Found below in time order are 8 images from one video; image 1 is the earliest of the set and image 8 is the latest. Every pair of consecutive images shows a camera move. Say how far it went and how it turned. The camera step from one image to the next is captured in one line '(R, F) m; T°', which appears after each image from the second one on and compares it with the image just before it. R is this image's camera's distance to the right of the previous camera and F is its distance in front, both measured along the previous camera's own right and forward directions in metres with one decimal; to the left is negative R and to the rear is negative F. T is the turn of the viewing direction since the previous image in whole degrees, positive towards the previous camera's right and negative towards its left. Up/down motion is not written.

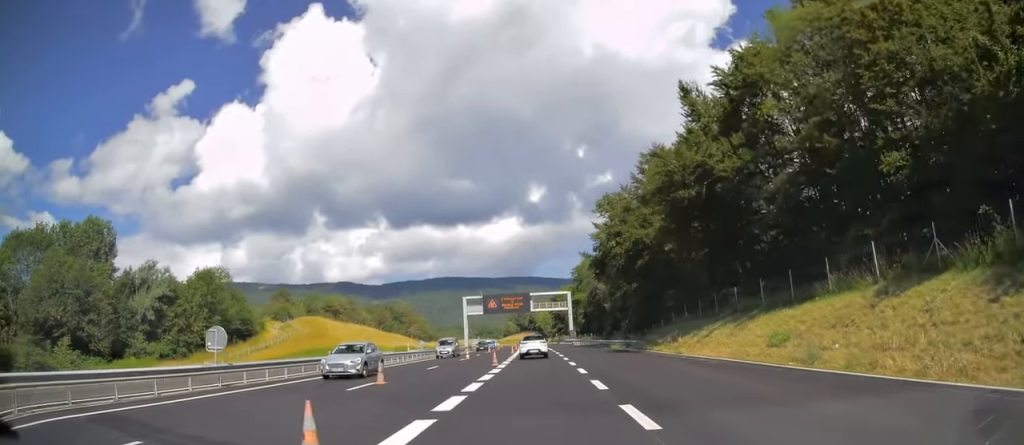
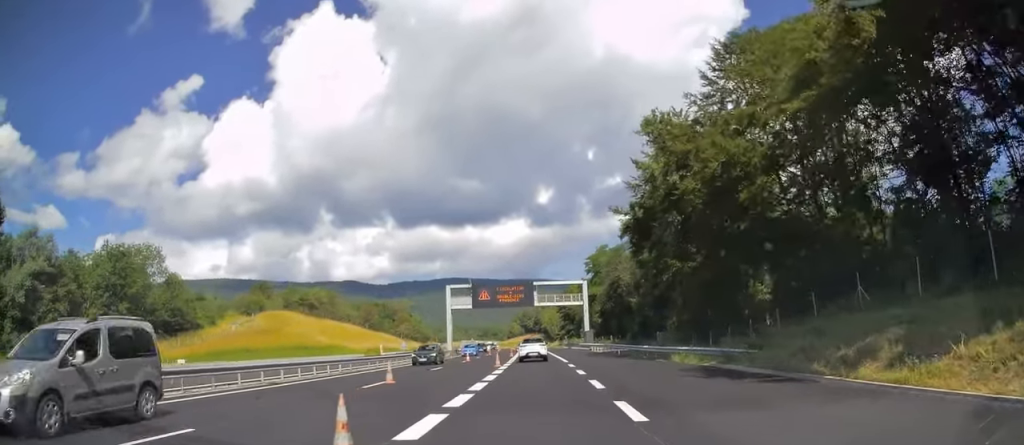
(+0.2, +24.6) m; 0°
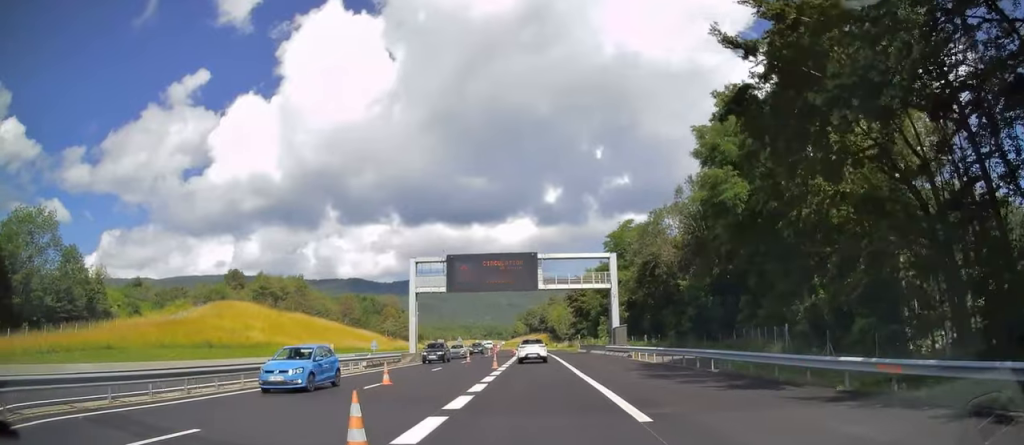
(-0.5, +25.8) m; 0°
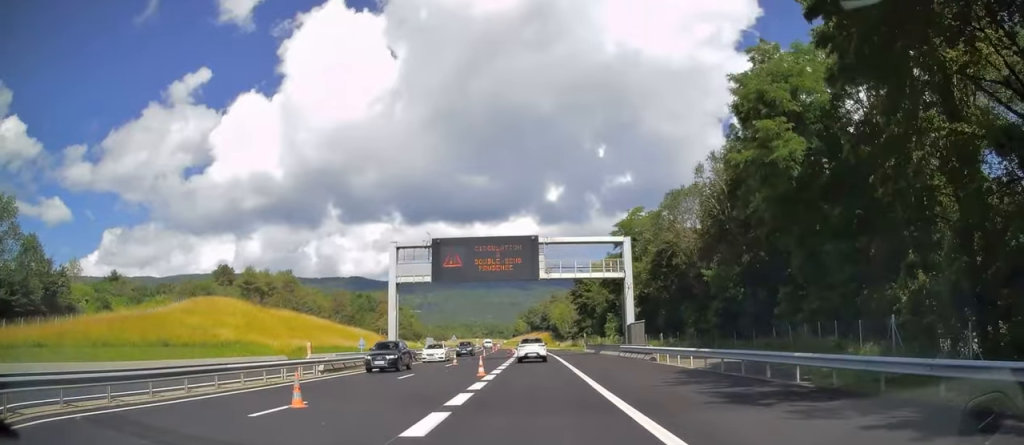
(0.0, +8.0) m; 0°
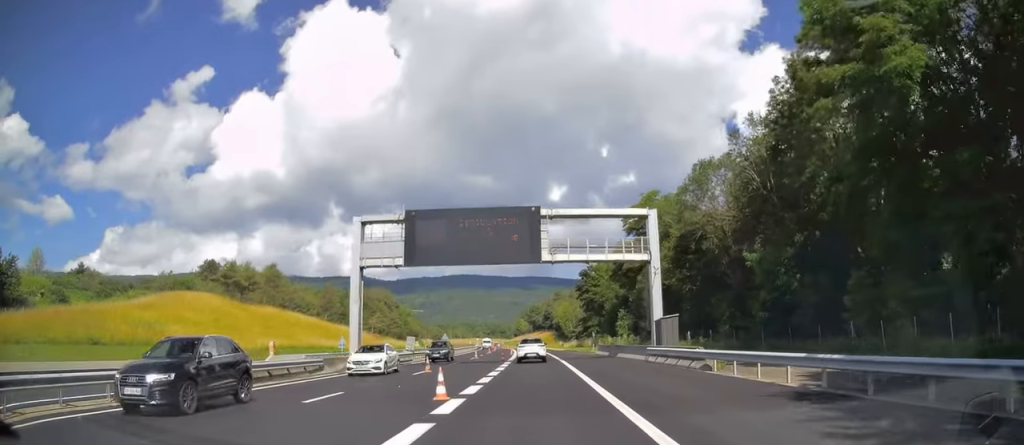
(+0.2, +10.1) m; 0°
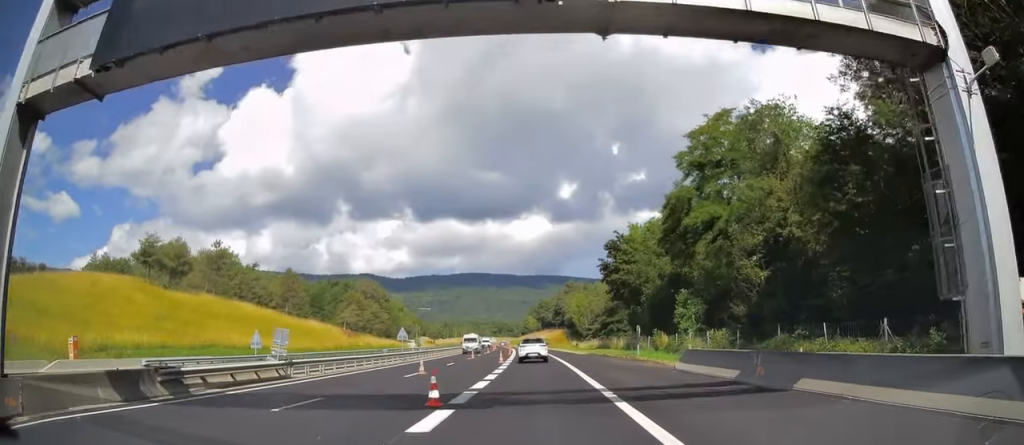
(-0.5, +27.8) m; -3°
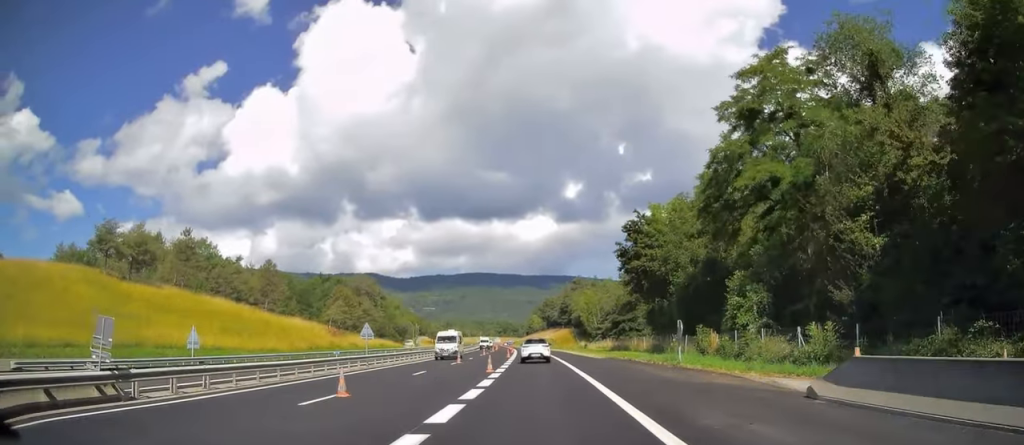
(-0.2, +11.6) m; -1°
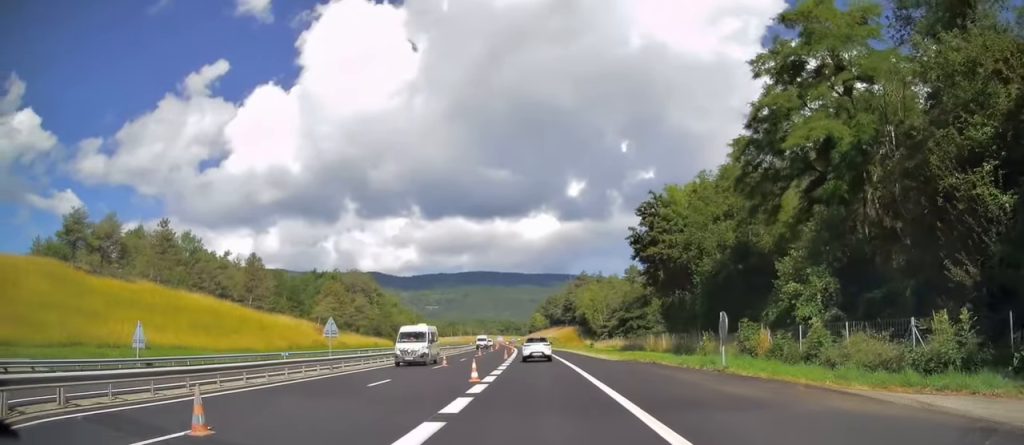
(0.0, +7.2) m; 0°
